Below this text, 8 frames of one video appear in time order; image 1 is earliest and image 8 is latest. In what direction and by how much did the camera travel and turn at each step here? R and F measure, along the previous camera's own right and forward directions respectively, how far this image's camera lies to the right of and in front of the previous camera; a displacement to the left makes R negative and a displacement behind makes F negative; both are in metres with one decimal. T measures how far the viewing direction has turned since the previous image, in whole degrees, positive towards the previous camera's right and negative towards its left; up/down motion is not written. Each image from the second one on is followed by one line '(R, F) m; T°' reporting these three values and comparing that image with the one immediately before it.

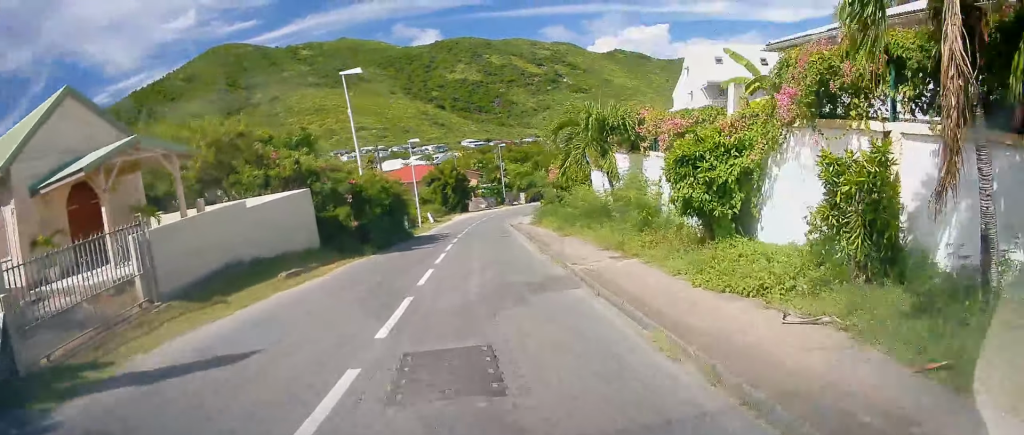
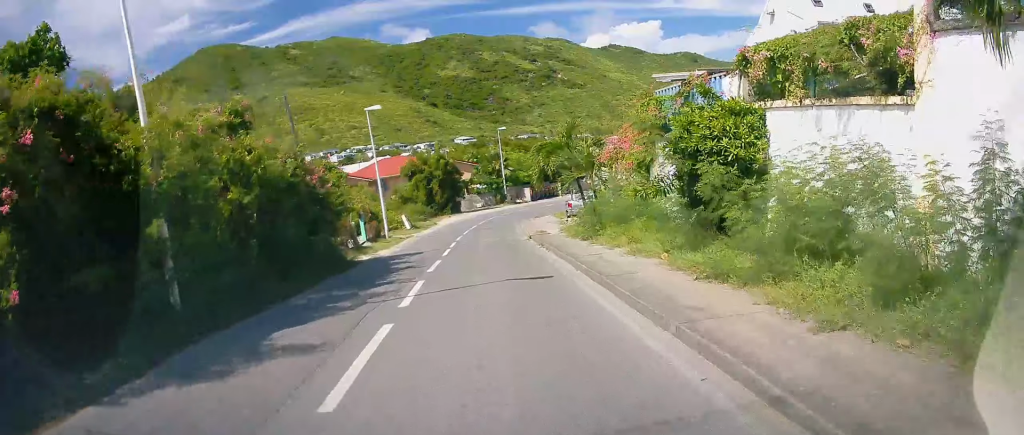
(+0.4, +15.7) m; +2°
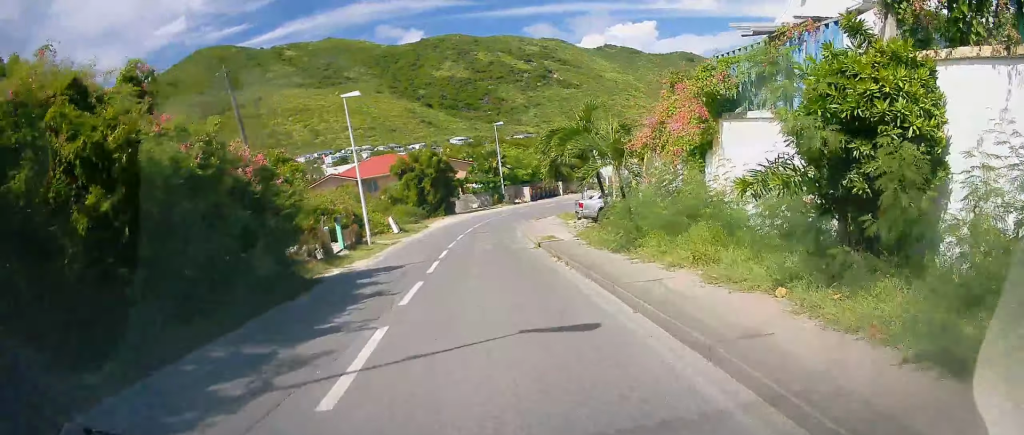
(+0.1, +4.4) m; 0°
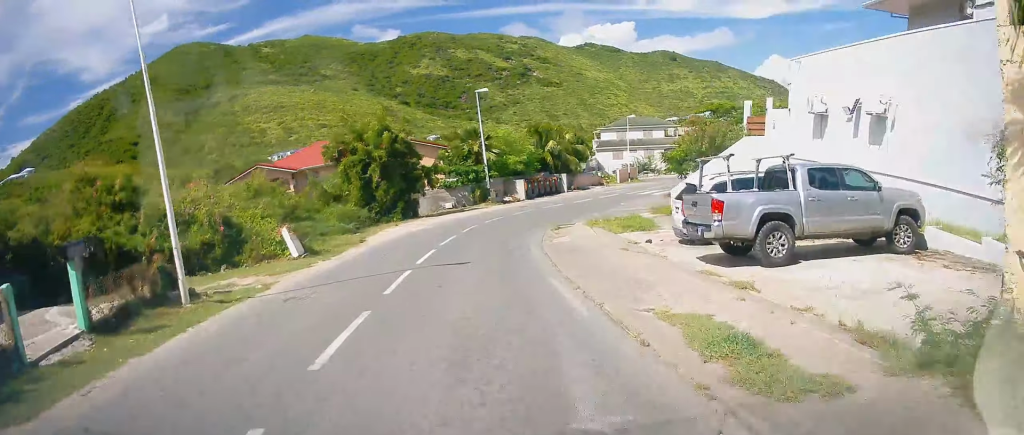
(+0.1, +16.9) m; +3°
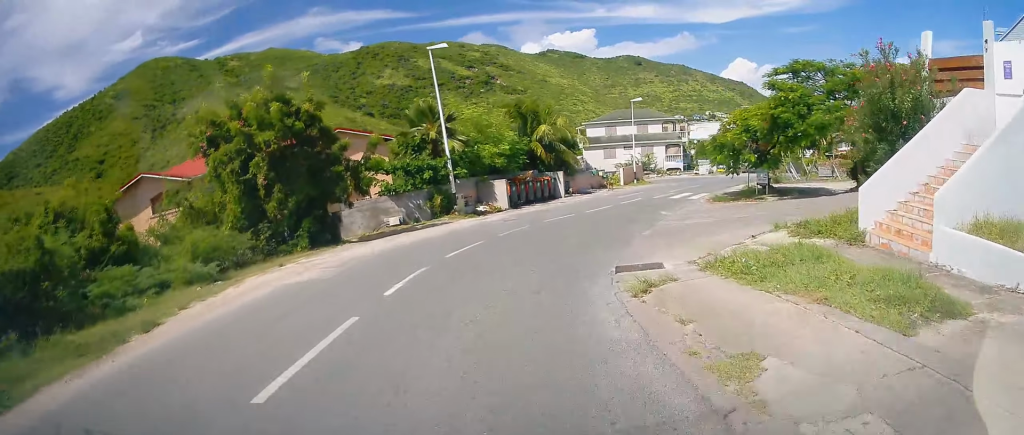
(+0.2, +14.3) m; +1°
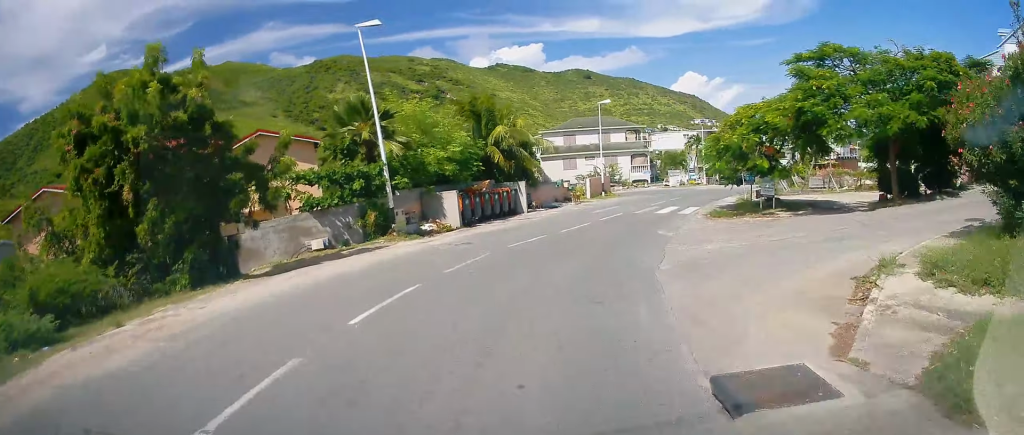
(0.0, +6.0) m; +3°
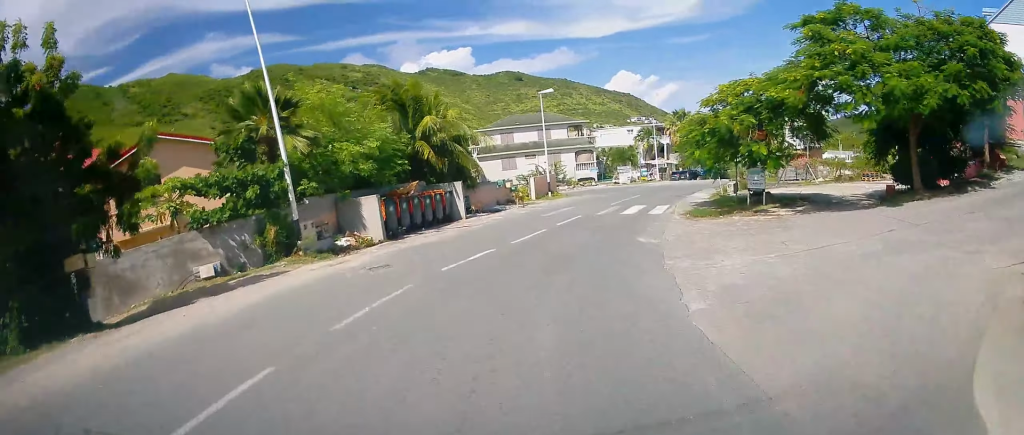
(0.0, +4.9) m; +4°
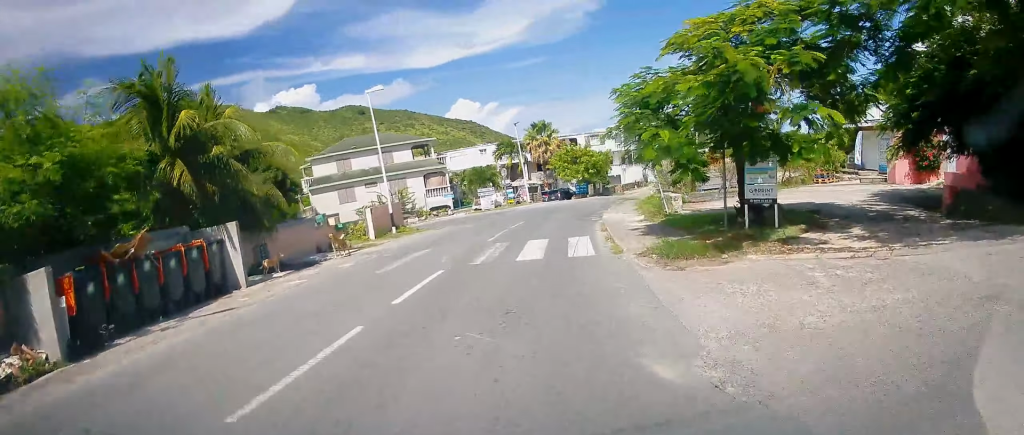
(+1.6, +10.5) m; +16°
